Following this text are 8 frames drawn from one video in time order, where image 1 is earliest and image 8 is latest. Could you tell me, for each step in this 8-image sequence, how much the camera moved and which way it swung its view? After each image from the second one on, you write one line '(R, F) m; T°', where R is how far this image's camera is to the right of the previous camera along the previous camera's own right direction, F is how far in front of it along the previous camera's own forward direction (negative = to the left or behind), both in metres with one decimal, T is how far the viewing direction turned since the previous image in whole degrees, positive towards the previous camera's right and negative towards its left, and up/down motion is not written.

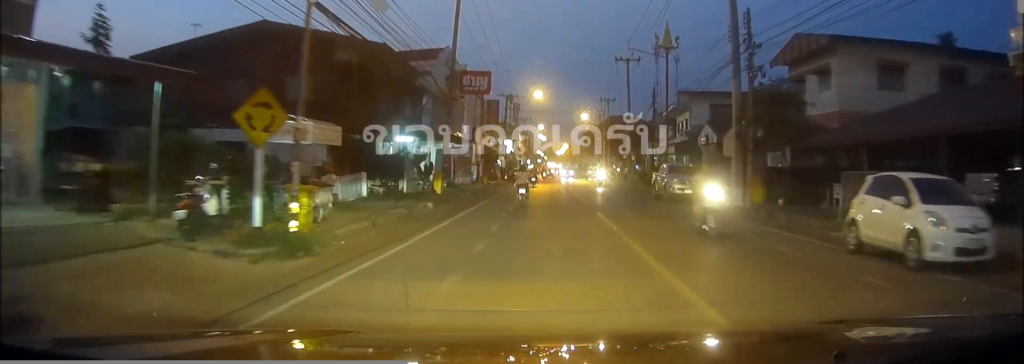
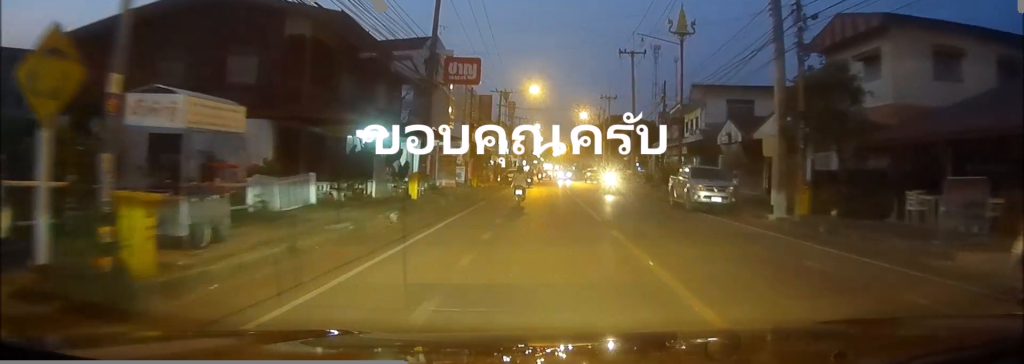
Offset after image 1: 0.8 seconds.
(+0.1, +5.7) m; 0°
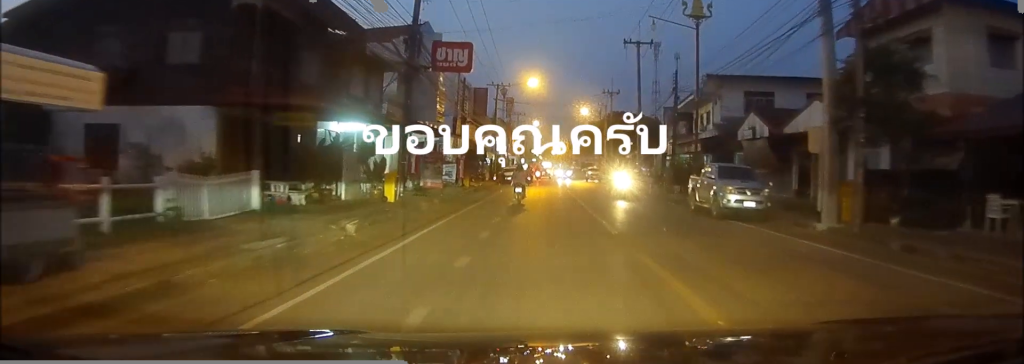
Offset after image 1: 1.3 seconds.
(-0.1, +4.1) m; -1°
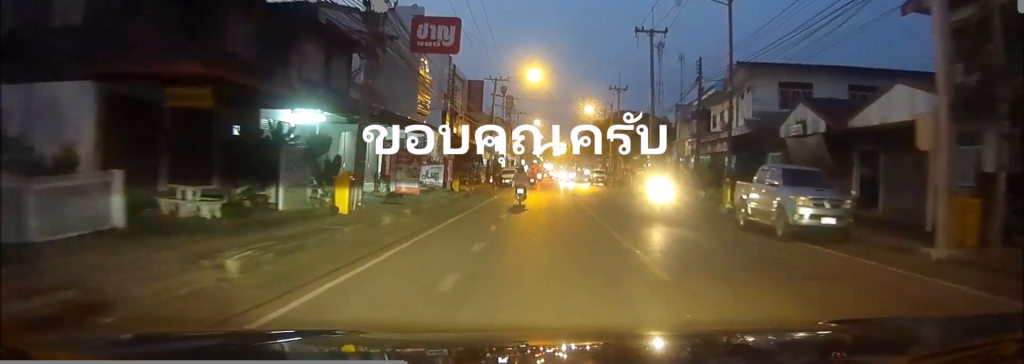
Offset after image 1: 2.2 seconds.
(-0.1, +6.1) m; -1°
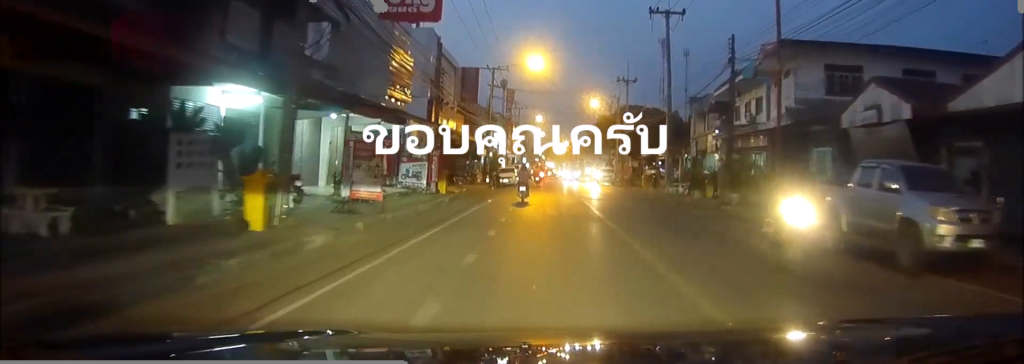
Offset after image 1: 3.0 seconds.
(0.0, +6.0) m; 0°
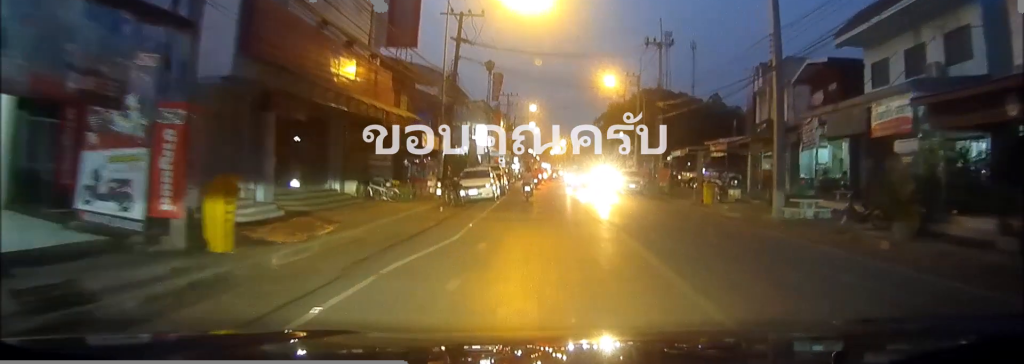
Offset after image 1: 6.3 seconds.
(+1.0, +22.7) m; +4°
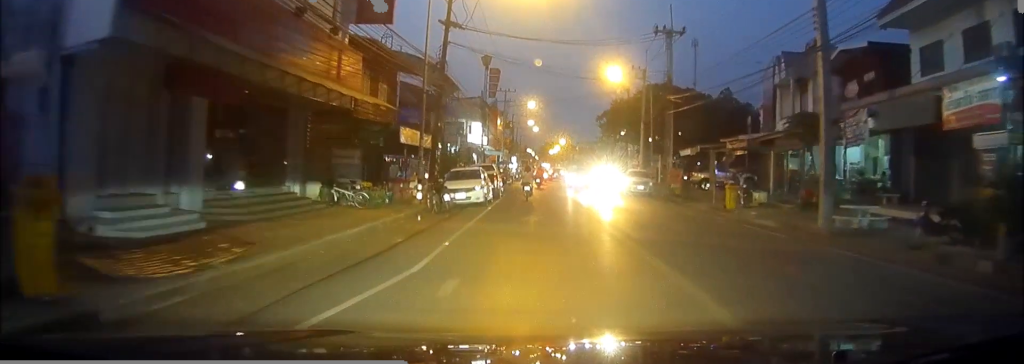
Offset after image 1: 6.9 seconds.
(0.0, +4.5) m; 0°
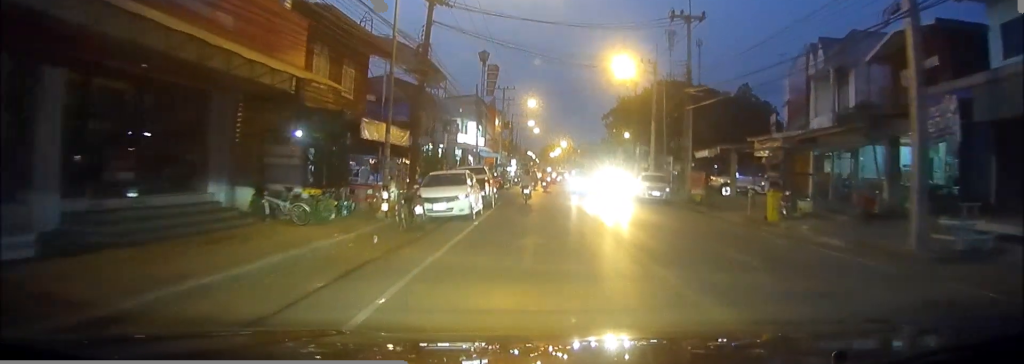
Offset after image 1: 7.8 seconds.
(-0.1, +5.6) m; -1°
